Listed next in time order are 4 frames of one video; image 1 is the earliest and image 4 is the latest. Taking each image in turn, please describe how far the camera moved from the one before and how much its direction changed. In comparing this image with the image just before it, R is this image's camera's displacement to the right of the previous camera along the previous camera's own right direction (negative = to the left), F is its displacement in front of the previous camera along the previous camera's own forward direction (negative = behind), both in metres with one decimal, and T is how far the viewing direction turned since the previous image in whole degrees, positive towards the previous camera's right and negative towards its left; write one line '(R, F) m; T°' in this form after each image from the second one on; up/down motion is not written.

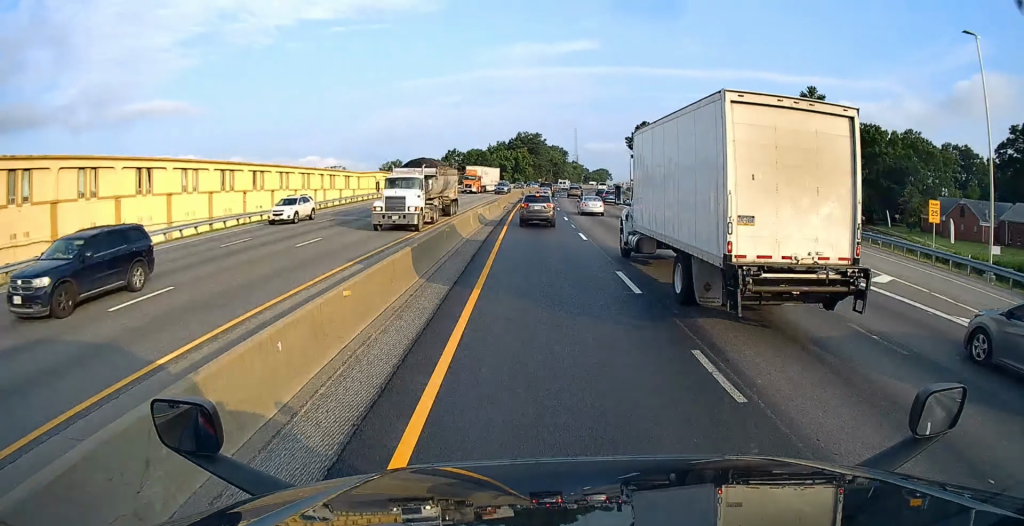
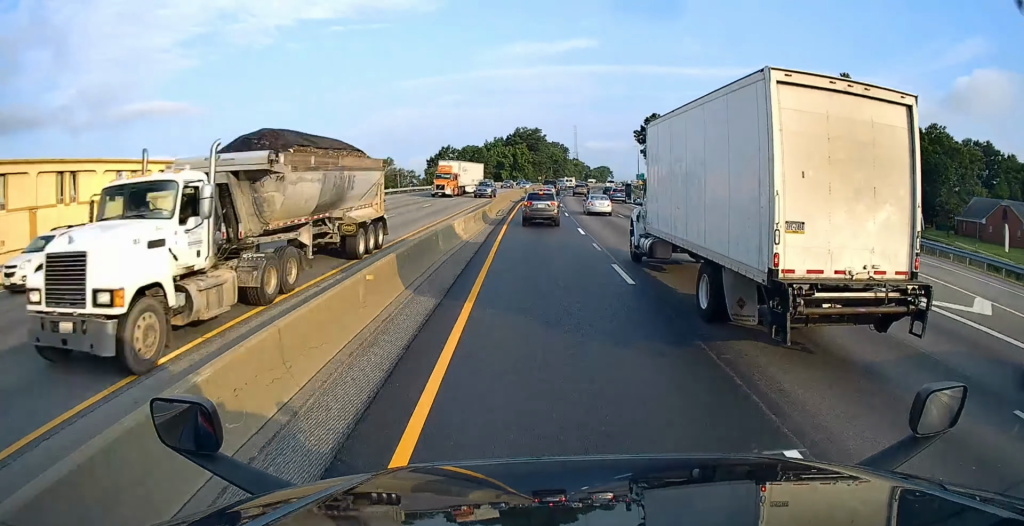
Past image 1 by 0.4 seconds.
(+0.1, +11.1) m; 0°
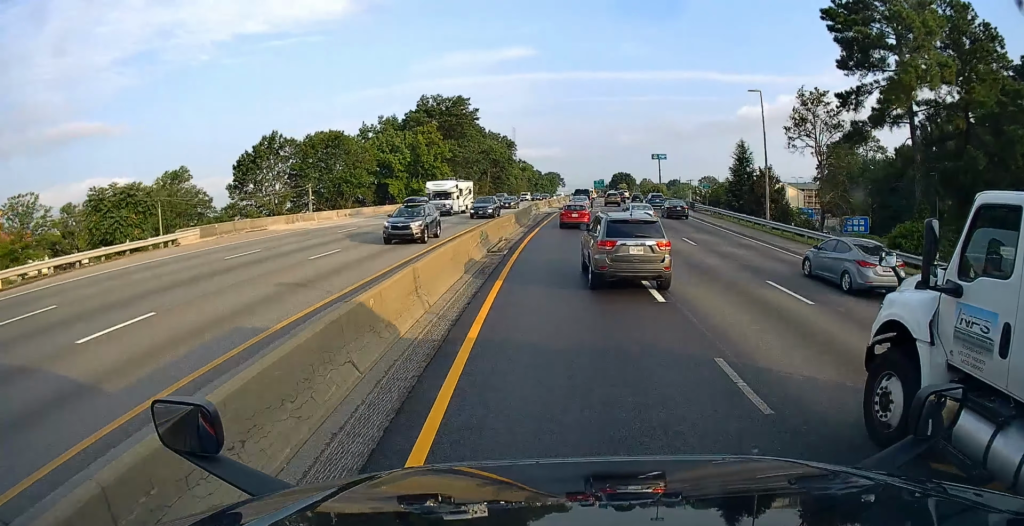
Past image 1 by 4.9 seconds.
(+2.6, +98.1) m; +3°
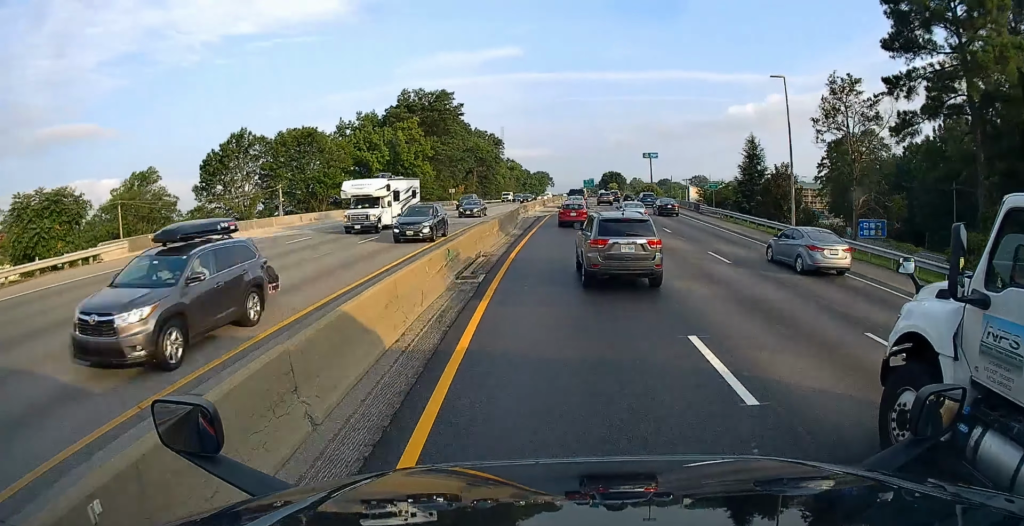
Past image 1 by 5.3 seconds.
(0.0, +6.6) m; +1°
